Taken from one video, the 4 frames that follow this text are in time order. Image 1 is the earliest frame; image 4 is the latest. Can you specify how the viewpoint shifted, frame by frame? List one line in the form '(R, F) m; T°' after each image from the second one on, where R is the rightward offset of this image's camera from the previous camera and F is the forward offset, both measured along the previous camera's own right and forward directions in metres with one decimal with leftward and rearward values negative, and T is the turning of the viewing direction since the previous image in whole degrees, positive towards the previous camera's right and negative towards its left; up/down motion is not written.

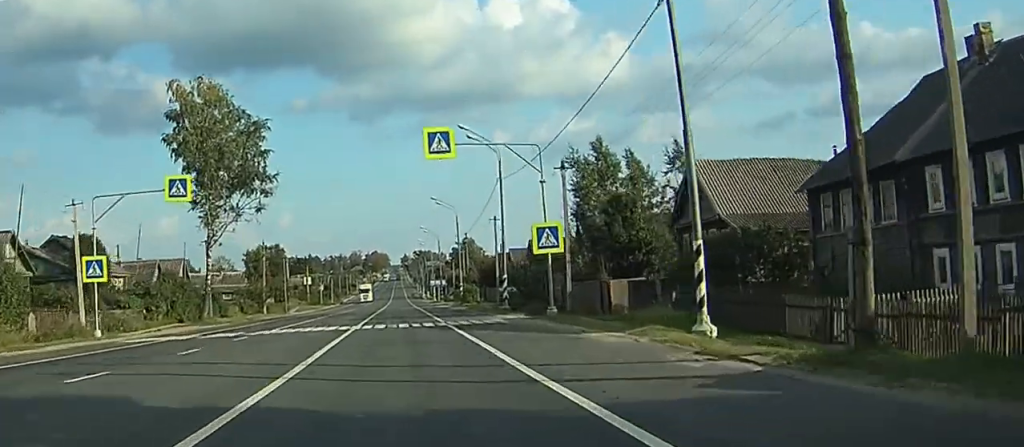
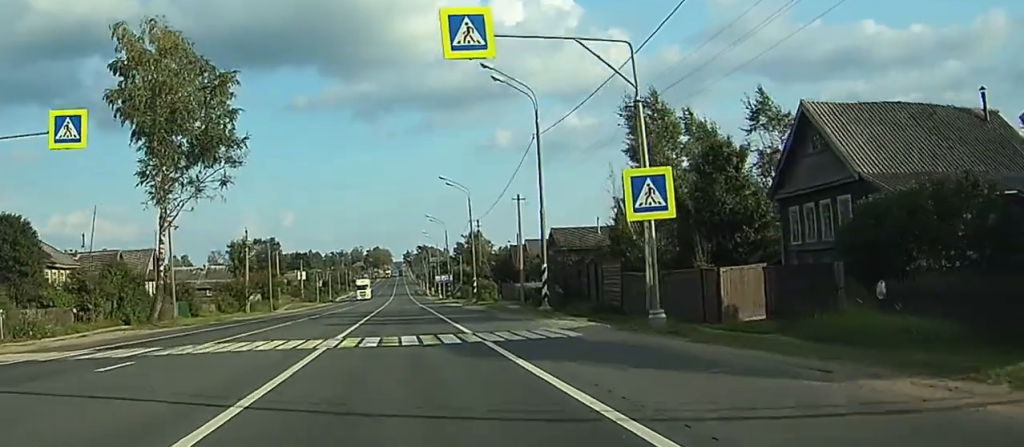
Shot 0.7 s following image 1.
(0.0, +14.0) m; 0°
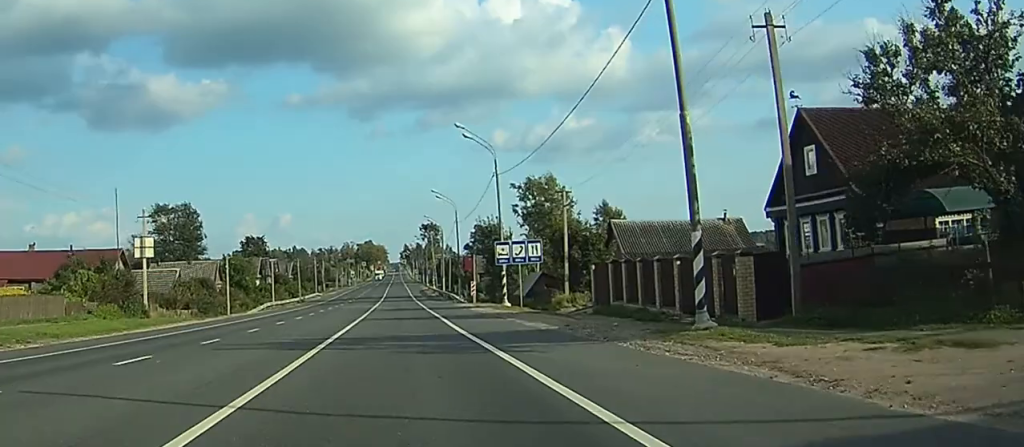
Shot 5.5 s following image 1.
(-0.7, +98.0) m; -1°
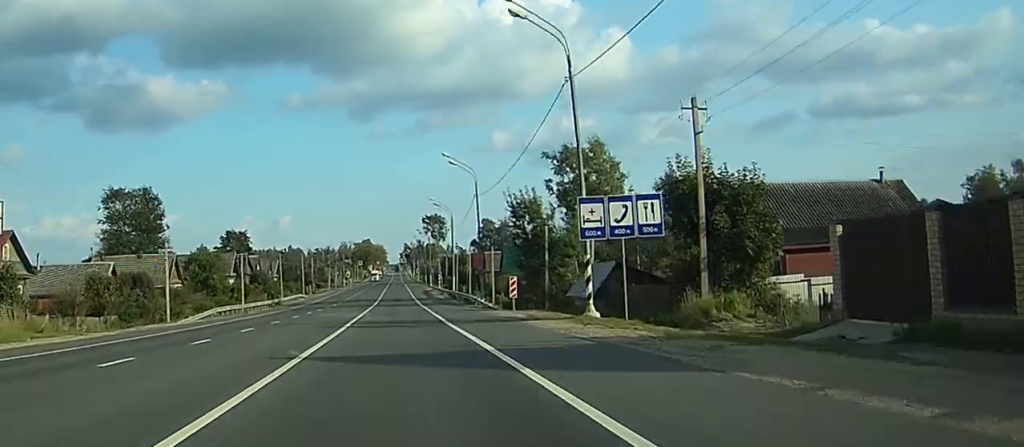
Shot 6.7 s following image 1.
(-0.1, +25.1) m; 0°
